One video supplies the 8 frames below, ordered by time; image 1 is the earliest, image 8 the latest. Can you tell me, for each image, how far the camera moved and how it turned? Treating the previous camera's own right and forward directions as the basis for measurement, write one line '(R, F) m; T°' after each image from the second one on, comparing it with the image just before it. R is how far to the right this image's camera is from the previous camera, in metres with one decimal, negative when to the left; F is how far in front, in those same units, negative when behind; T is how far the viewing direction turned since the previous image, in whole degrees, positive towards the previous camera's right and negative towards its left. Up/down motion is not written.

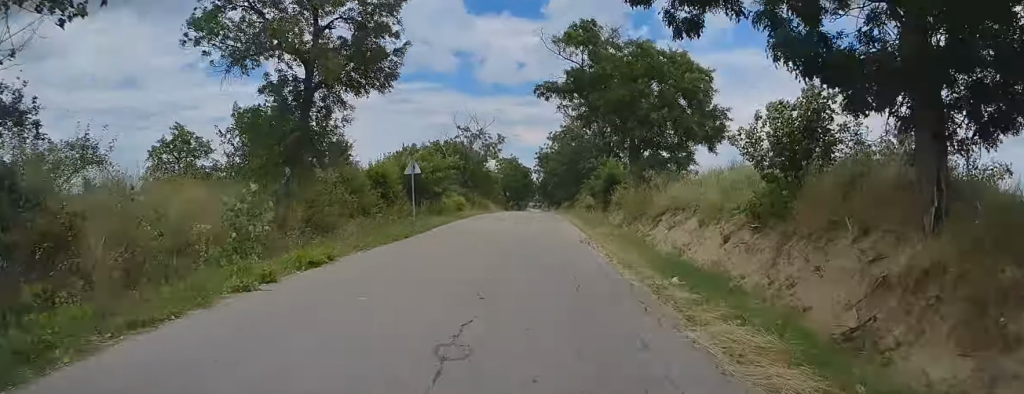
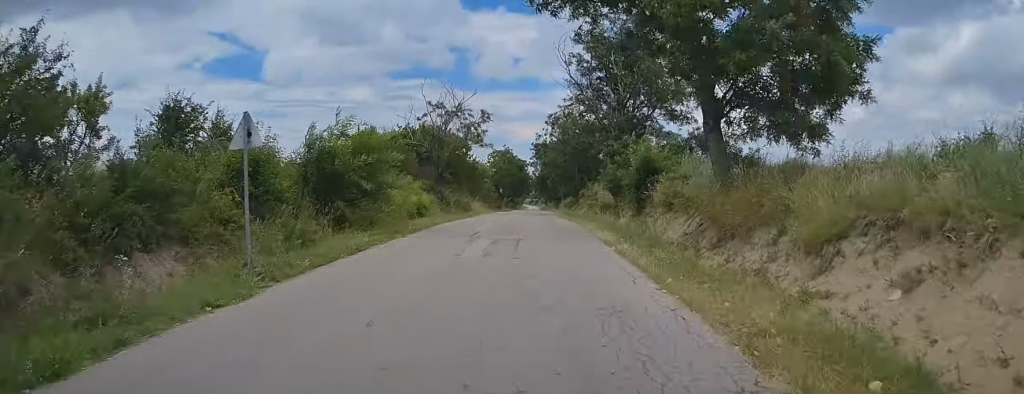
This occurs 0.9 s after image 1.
(+0.3, +14.9) m; +1°
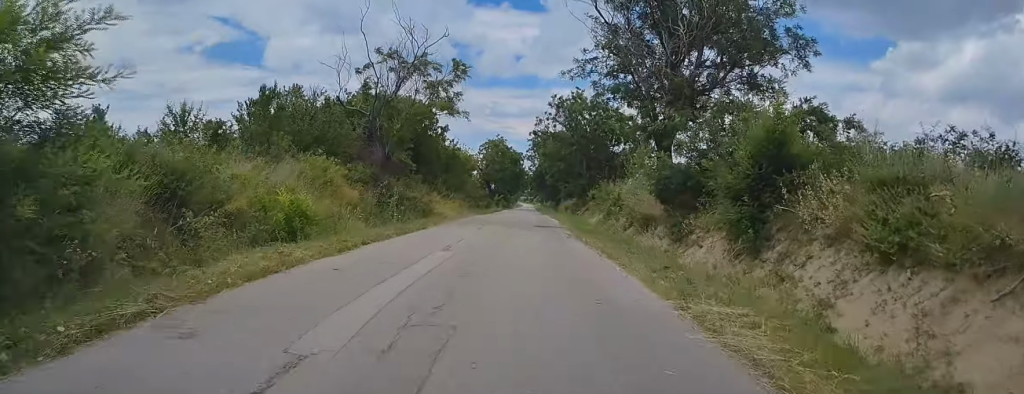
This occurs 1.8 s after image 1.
(0.0, +16.0) m; 0°
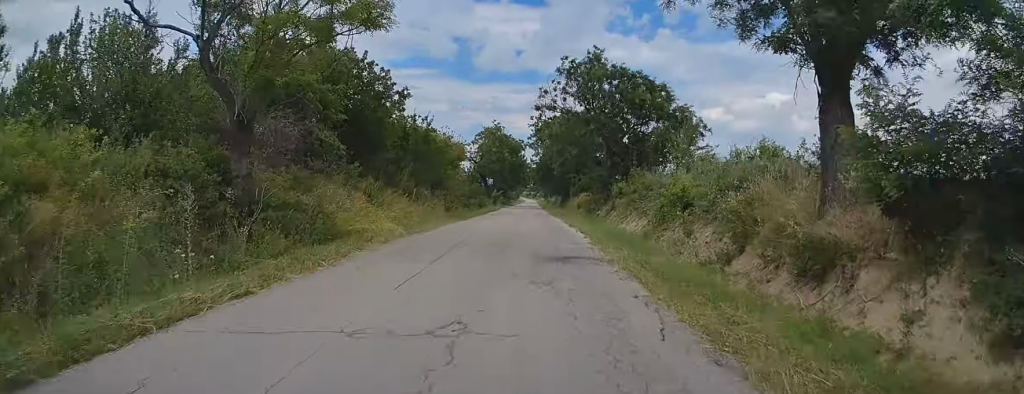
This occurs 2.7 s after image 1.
(0.0, +15.4) m; 0°
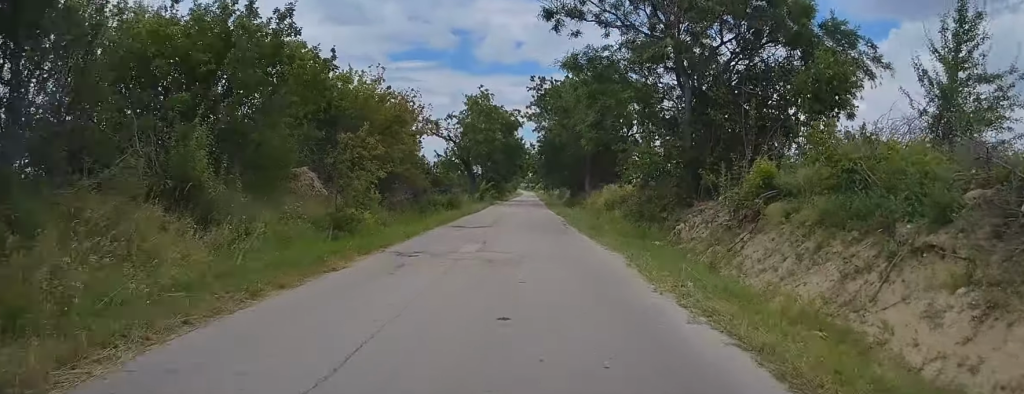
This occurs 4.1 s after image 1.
(+0.1, +24.6) m; 0°
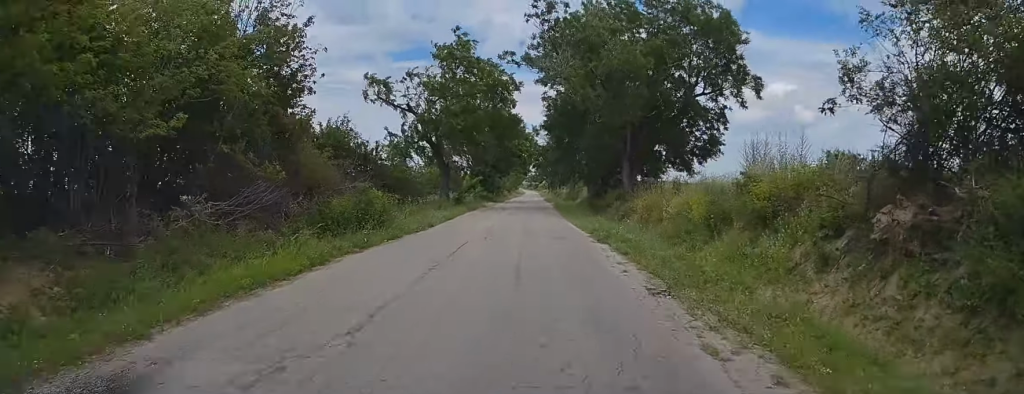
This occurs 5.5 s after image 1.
(0.0, +23.3) m; 0°
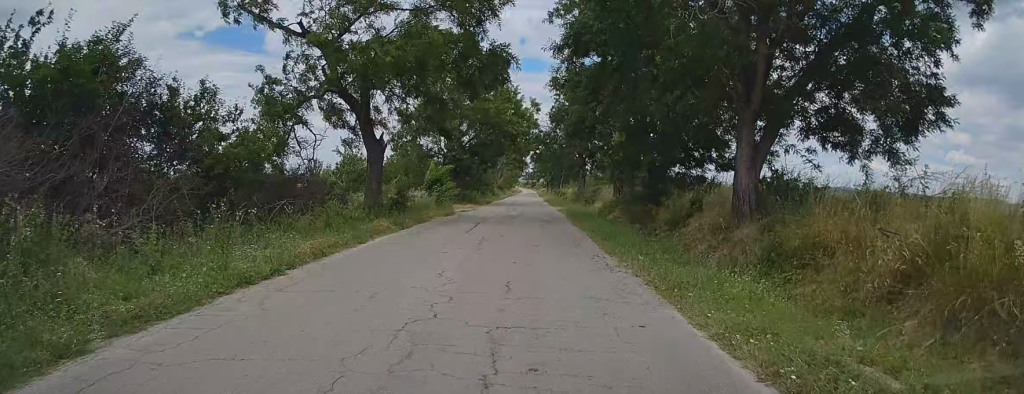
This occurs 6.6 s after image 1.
(0.0, +20.8) m; 0°
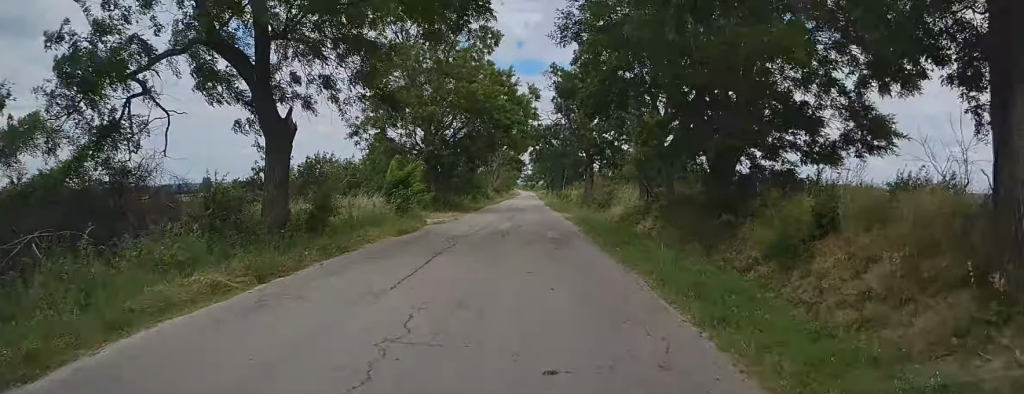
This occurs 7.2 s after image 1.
(-0.1, +10.3) m; 0°
